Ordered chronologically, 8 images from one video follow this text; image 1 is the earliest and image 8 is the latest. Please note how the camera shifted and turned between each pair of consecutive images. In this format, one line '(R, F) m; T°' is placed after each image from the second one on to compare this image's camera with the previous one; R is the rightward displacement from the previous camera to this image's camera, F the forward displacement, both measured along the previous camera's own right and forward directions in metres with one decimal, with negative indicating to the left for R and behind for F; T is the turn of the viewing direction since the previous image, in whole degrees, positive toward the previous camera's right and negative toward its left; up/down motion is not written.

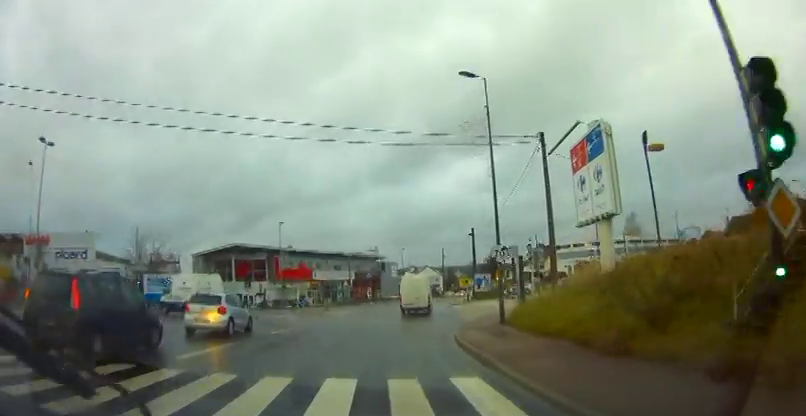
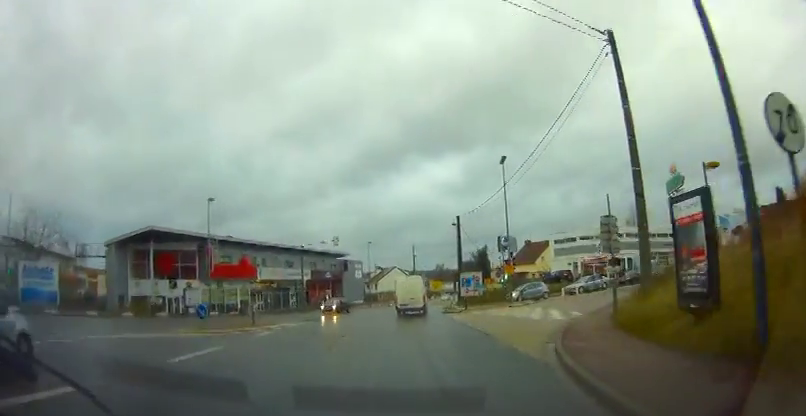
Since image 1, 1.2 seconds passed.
(+0.6, +15.1) m; +4°
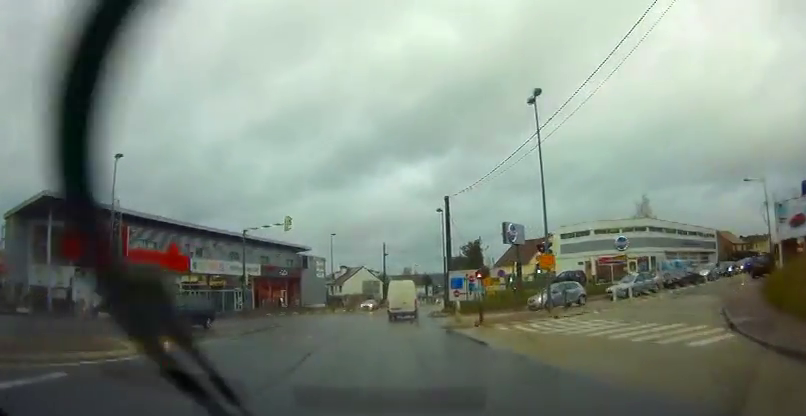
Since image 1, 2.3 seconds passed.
(+0.4, +13.1) m; +4°
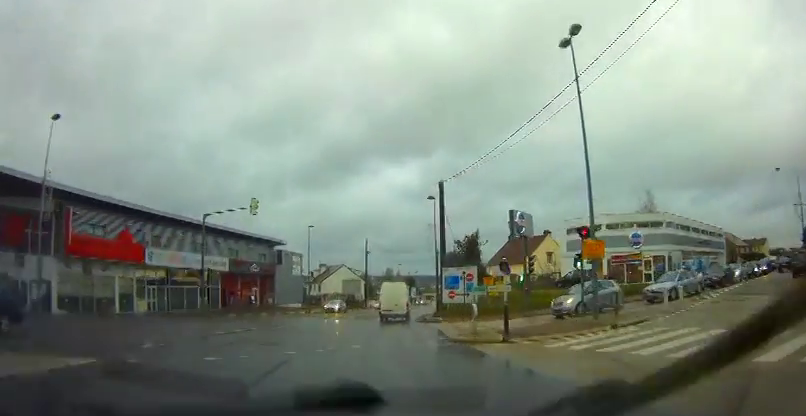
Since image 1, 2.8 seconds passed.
(-0.1, +6.5) m; +2°
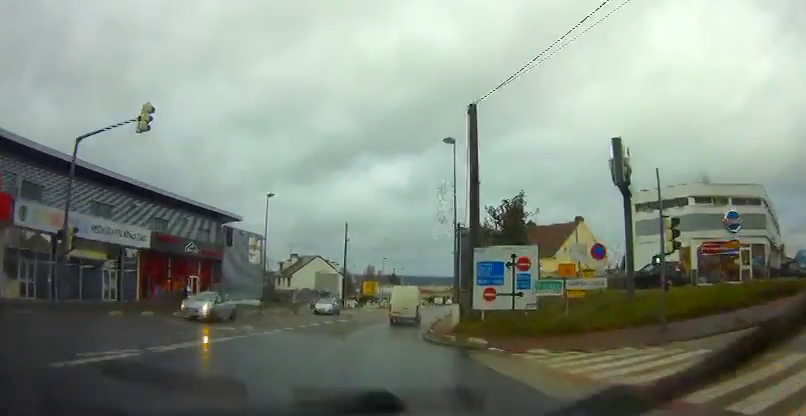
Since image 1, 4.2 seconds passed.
(+0.9, +16.3) m; +3°
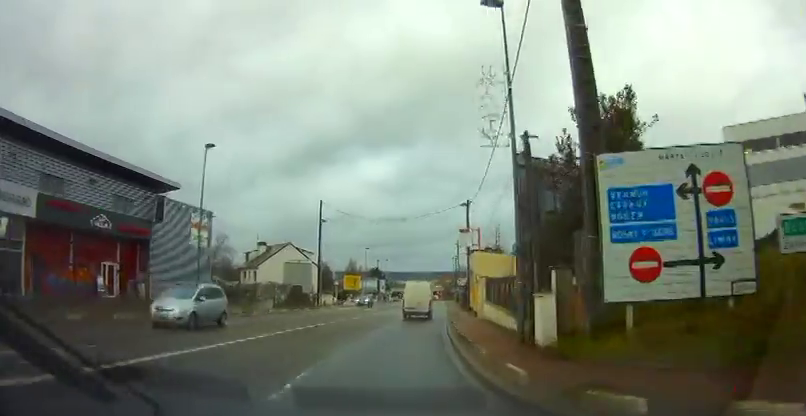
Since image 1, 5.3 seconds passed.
(+0.1, +13.4) m; +3°
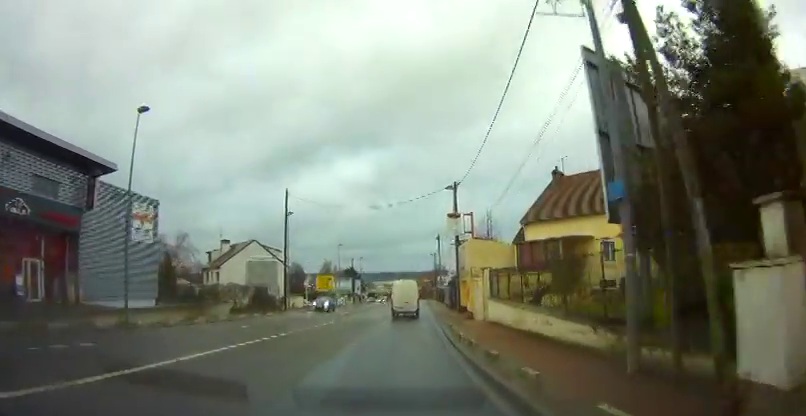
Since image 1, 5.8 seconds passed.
(0.0, +6.8) m; +2°
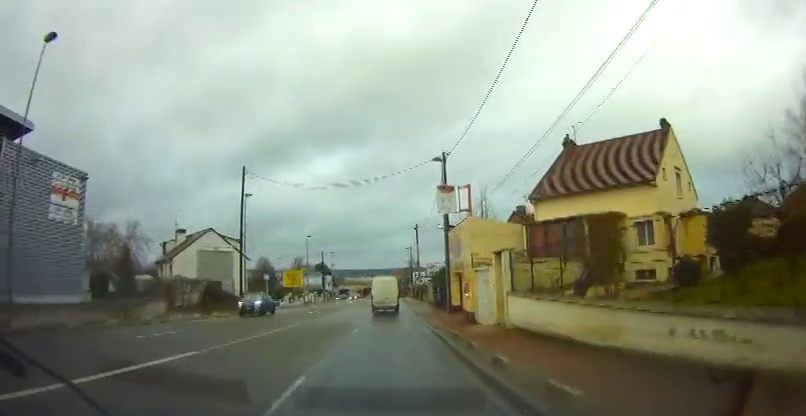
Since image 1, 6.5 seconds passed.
(+0.3, +7.5) m; +2°
